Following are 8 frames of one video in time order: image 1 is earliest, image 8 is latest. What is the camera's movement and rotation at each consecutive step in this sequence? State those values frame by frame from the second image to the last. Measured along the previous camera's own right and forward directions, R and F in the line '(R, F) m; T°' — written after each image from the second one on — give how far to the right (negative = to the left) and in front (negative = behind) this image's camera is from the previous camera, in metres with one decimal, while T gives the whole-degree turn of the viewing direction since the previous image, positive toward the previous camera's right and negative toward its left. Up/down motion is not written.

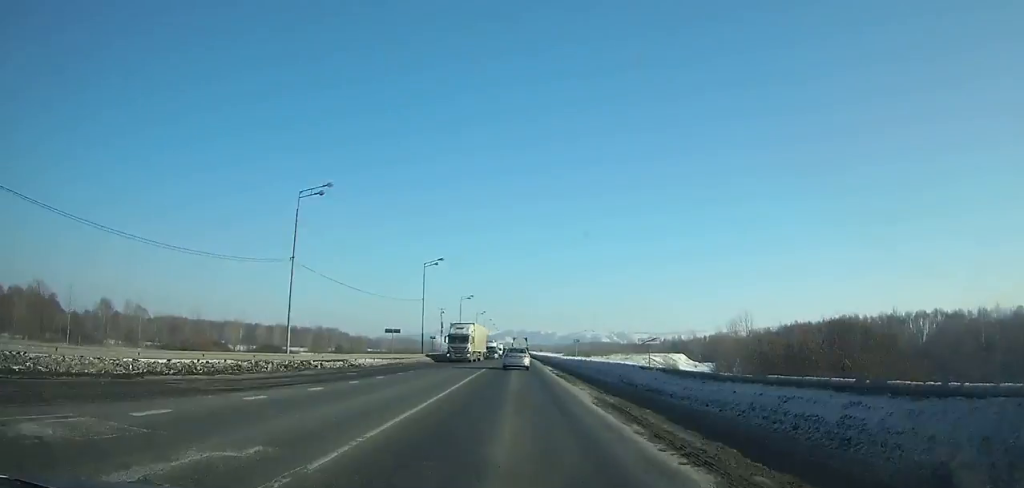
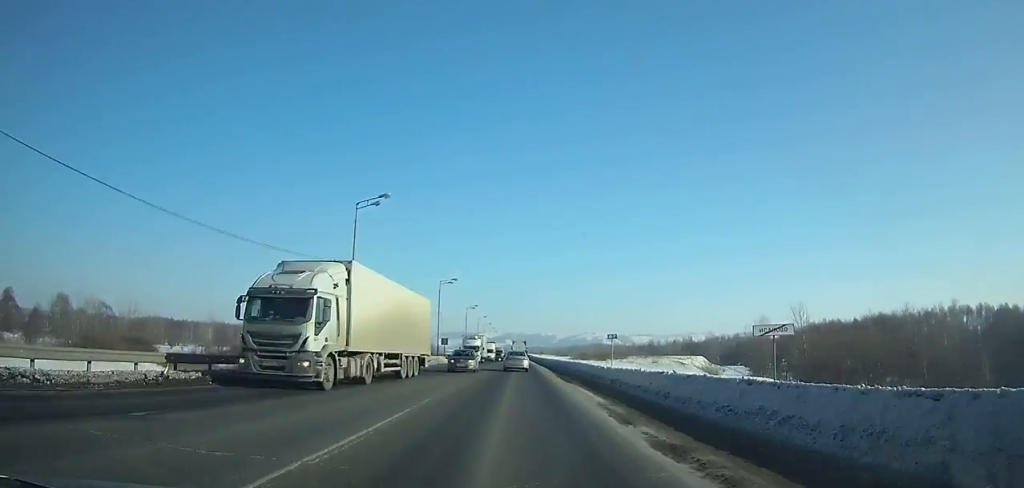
(0.0, +27.0) m; 0°
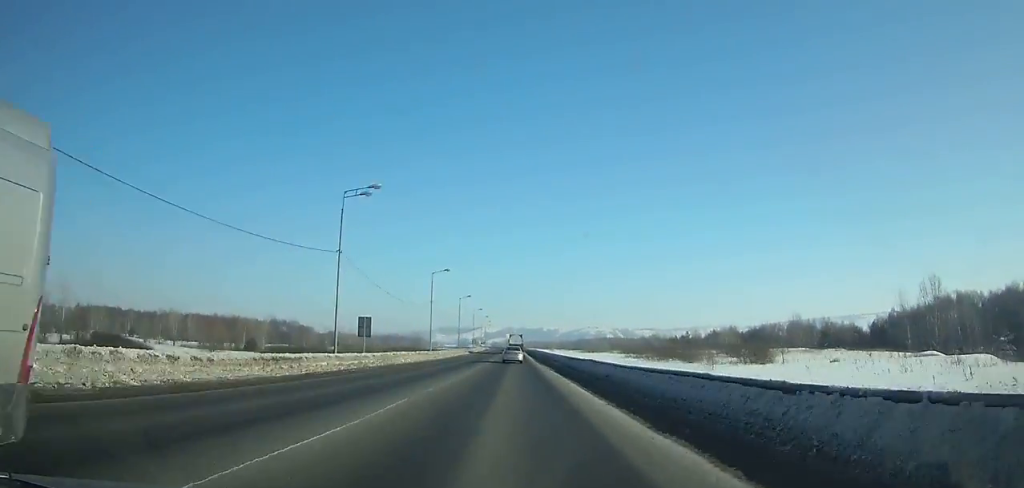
(0.0, +83.2) m; 0°
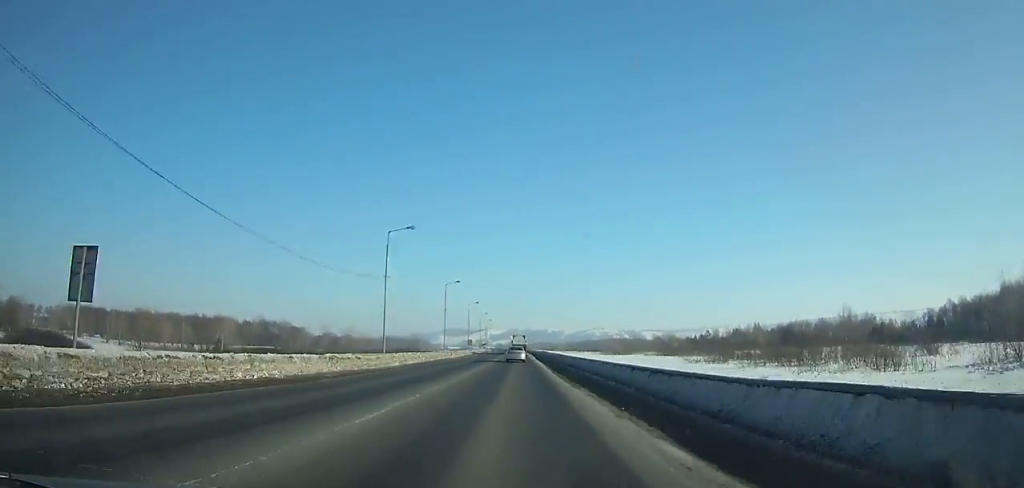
(0.0, +26.1) m; 0°
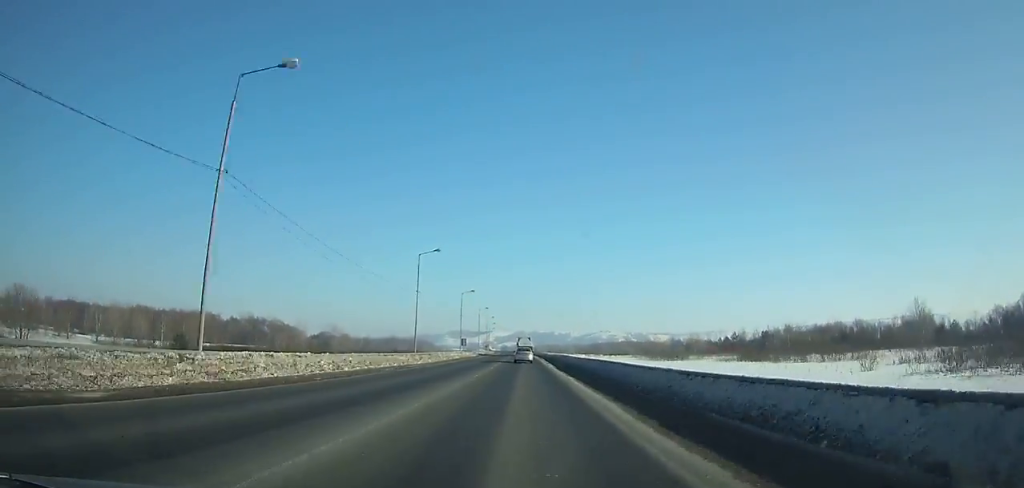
(-0.1, +28.7) m; 0°
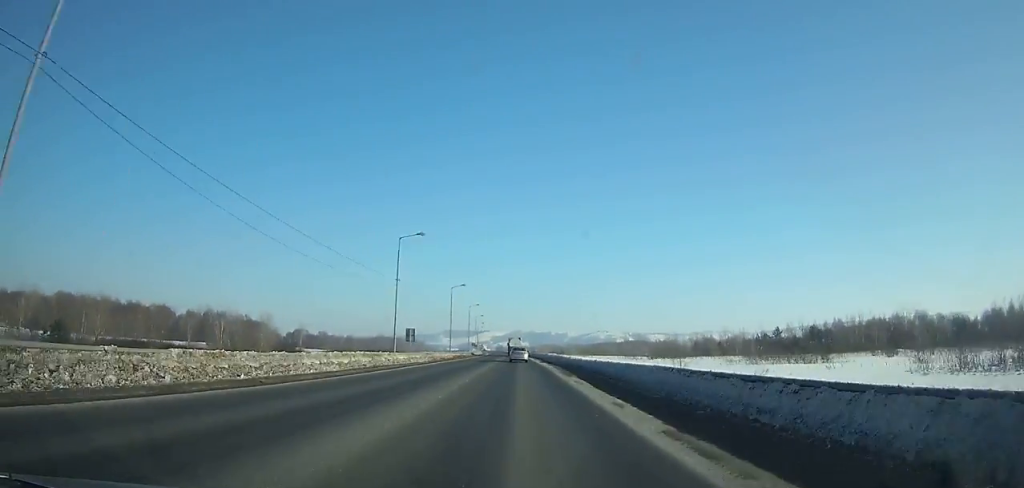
(-0.2, +47.8) m; 0°
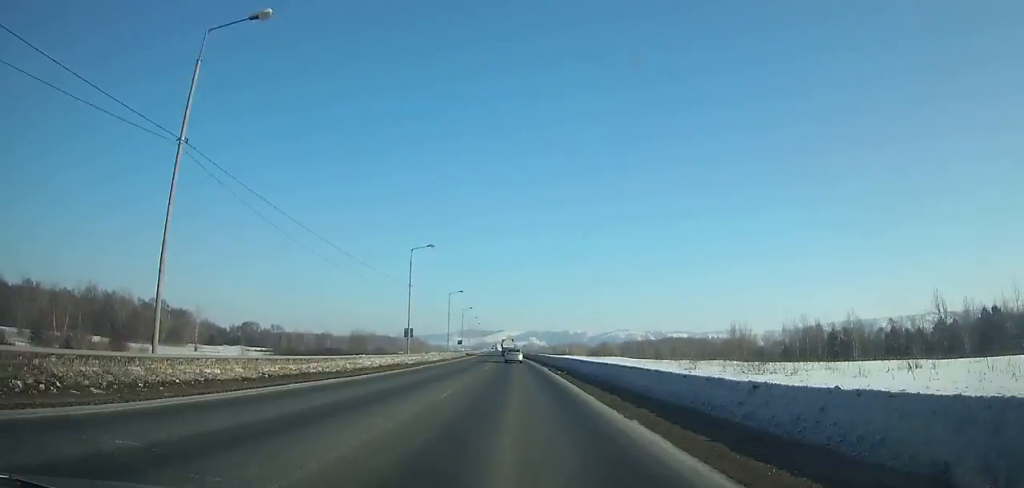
(-1.1, +114.7) m; -2°
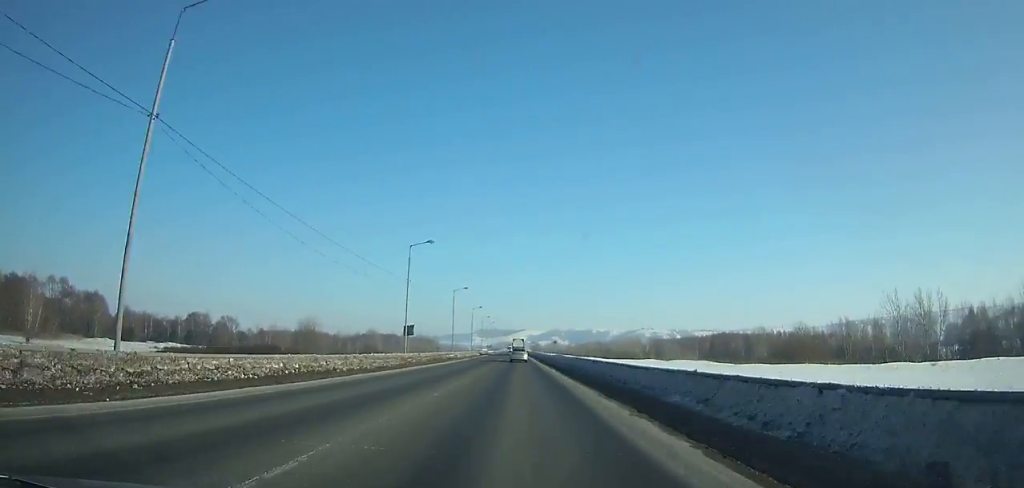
(-1.2, +82.5) m; -1°
